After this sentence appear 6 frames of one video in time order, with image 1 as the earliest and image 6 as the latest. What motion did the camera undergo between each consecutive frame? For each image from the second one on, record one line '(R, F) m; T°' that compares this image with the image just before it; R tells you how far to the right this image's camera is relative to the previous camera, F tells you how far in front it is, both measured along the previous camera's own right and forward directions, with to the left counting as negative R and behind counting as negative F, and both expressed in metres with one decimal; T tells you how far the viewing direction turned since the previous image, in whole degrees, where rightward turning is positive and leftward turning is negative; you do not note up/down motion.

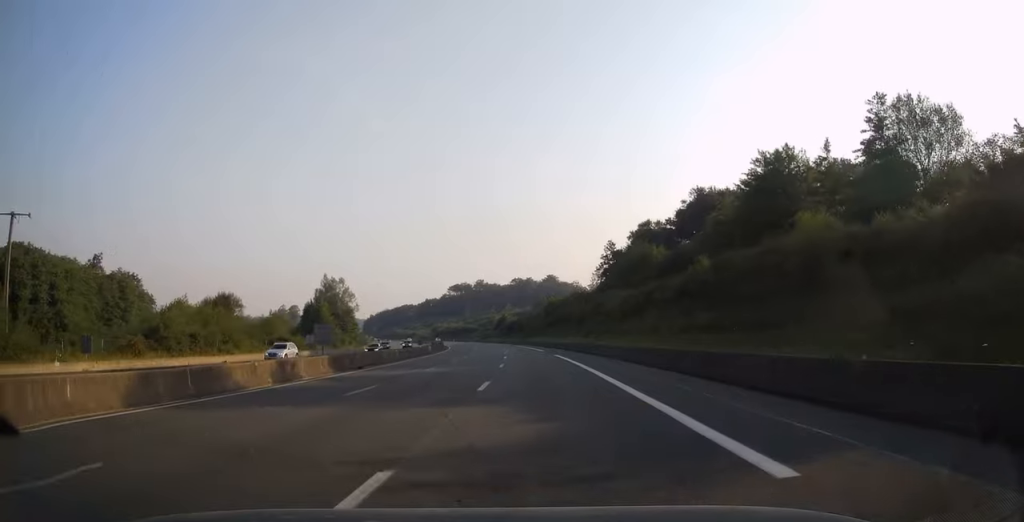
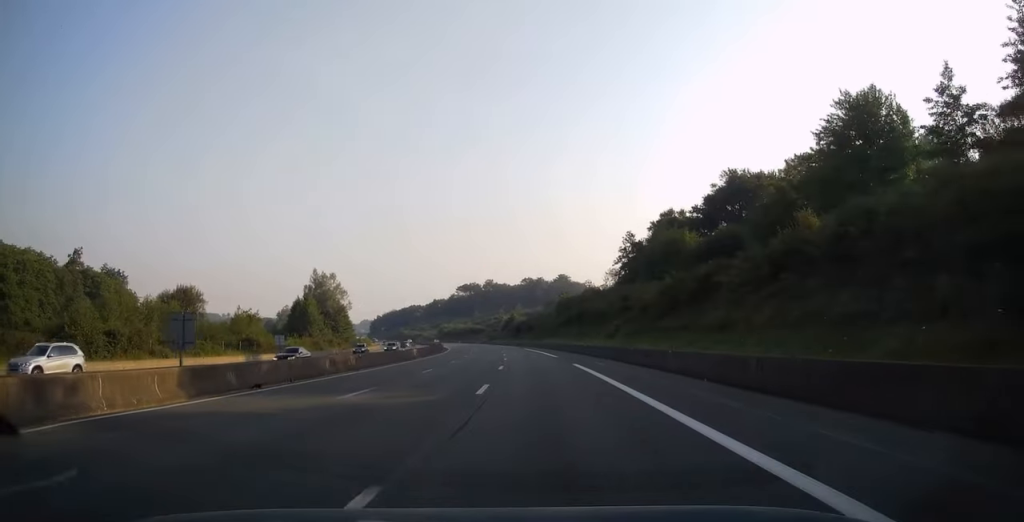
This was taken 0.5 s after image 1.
(-0.2, +13.7) m; -1°
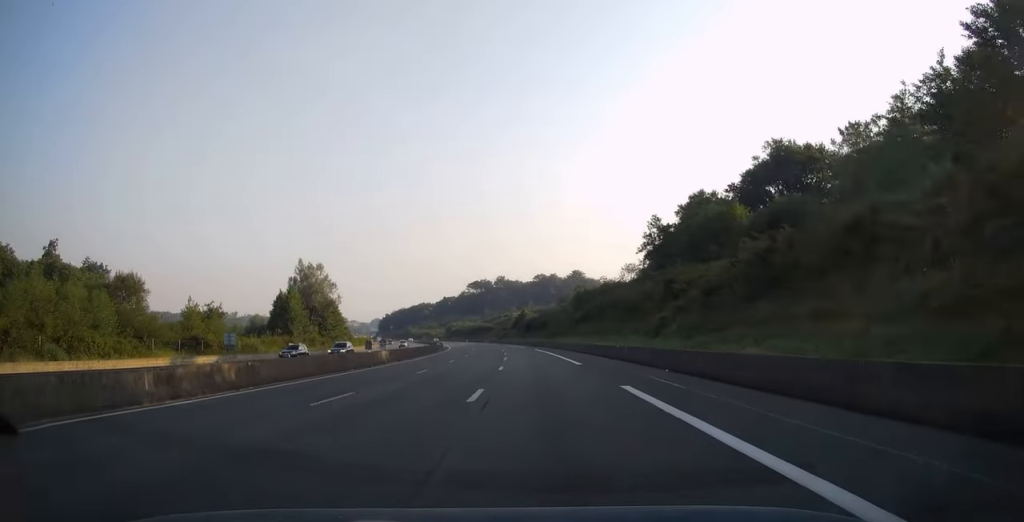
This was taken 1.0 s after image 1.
(-0.1, +15.2) m; -1°
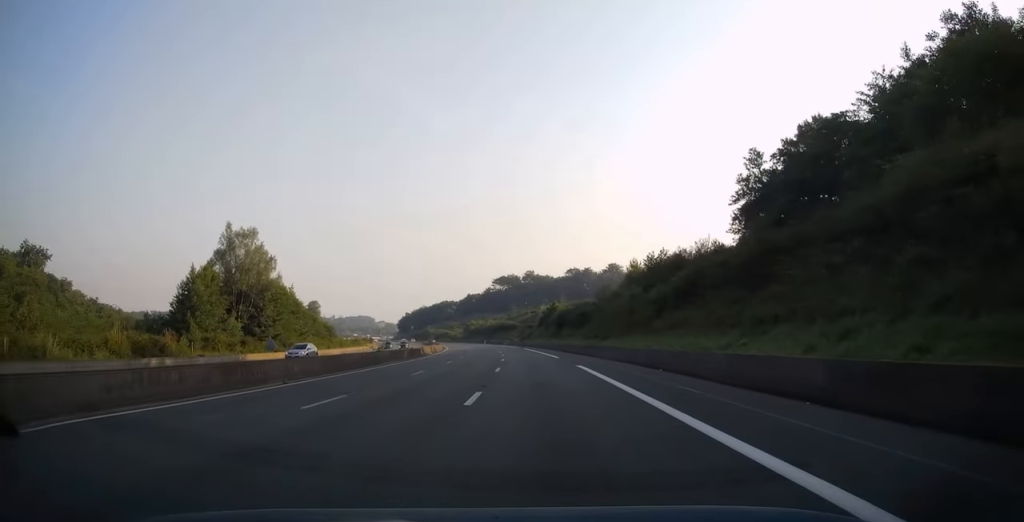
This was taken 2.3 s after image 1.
(-1.0, +39.7) m; -3°
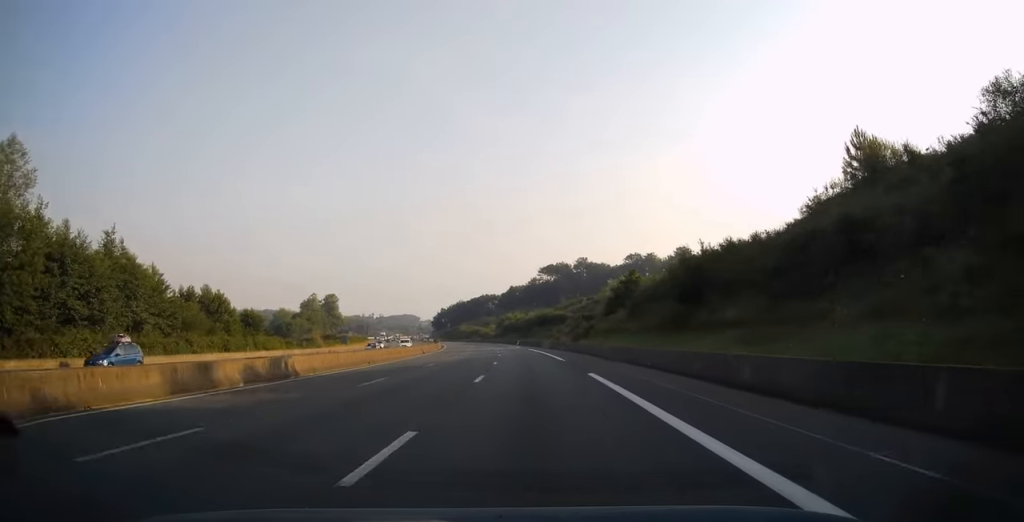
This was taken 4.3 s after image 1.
(-2.3, +59.2) m; -5°
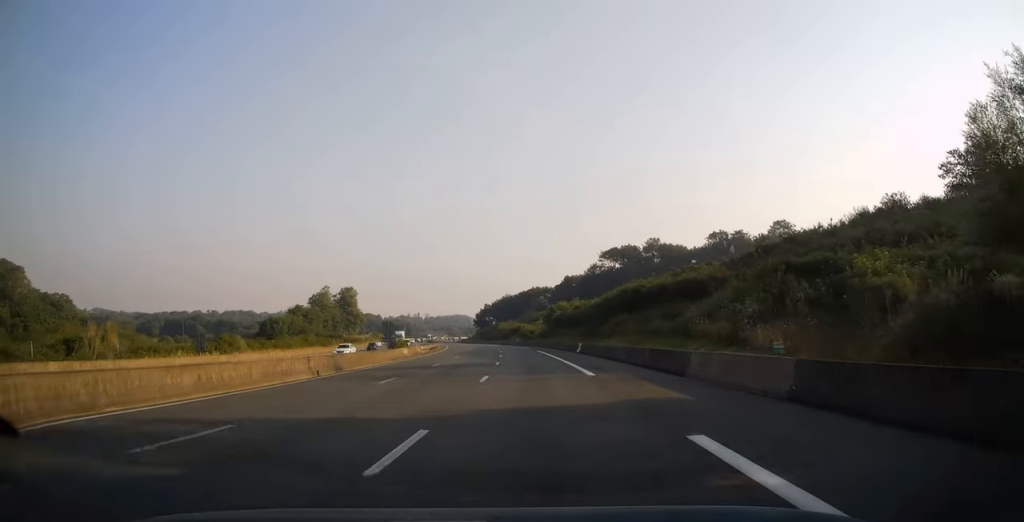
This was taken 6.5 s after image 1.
(-3.1, +64.0) m; -5°
